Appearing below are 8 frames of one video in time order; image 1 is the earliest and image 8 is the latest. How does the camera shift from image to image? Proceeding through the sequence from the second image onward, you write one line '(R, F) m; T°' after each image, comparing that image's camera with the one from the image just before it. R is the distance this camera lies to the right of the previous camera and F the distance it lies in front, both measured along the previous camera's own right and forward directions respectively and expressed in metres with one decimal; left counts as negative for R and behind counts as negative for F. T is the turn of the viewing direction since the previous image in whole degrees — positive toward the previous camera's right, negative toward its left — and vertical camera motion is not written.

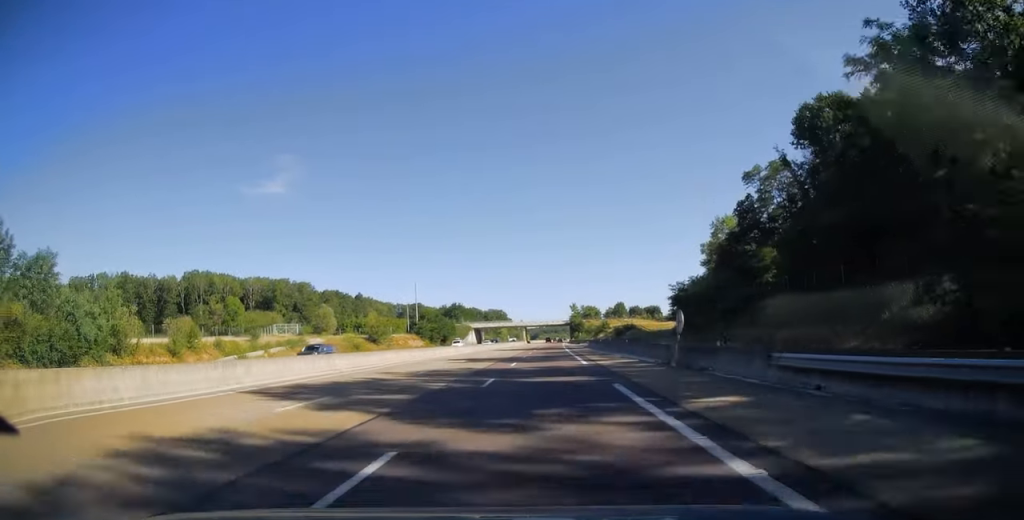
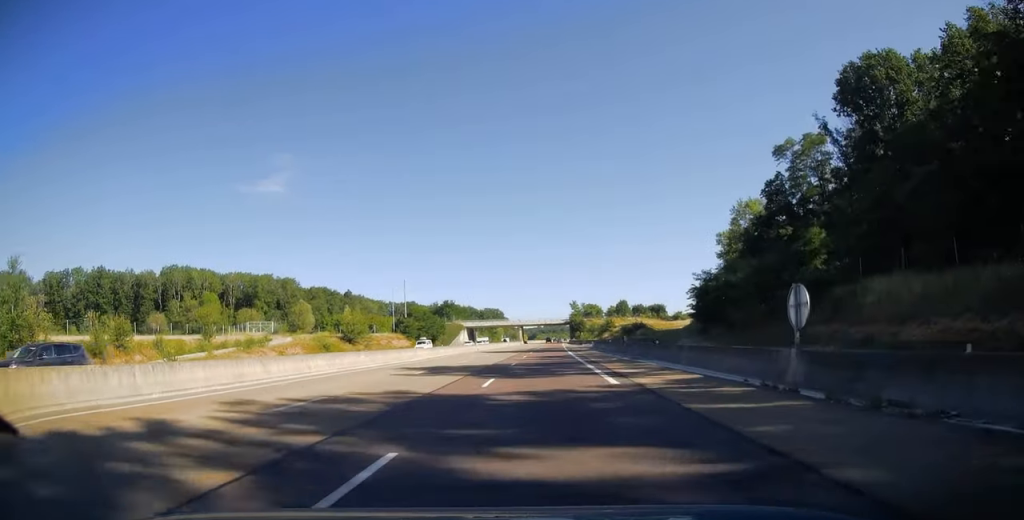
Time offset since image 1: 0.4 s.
(0.0, +13.2) m; 0°
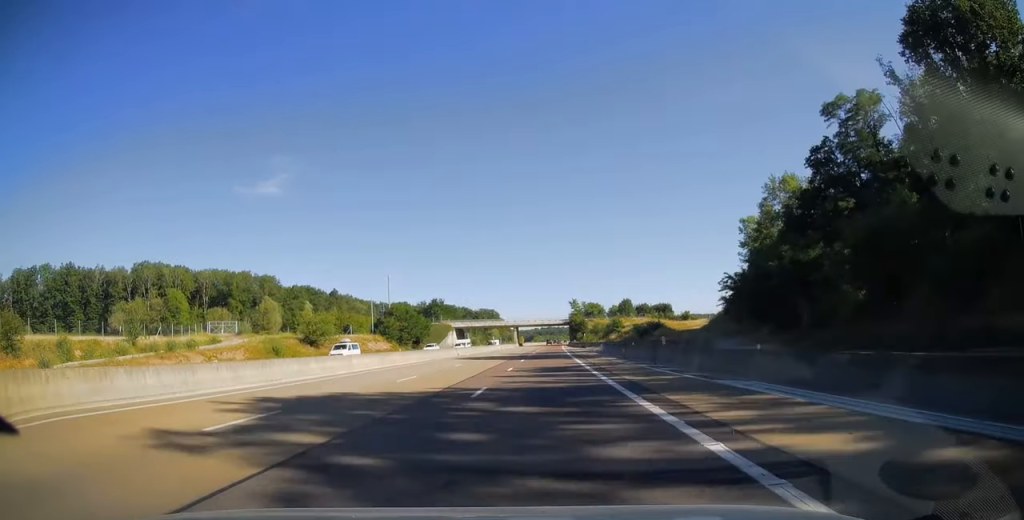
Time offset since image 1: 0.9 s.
(0.0, +15.7) m; 0°
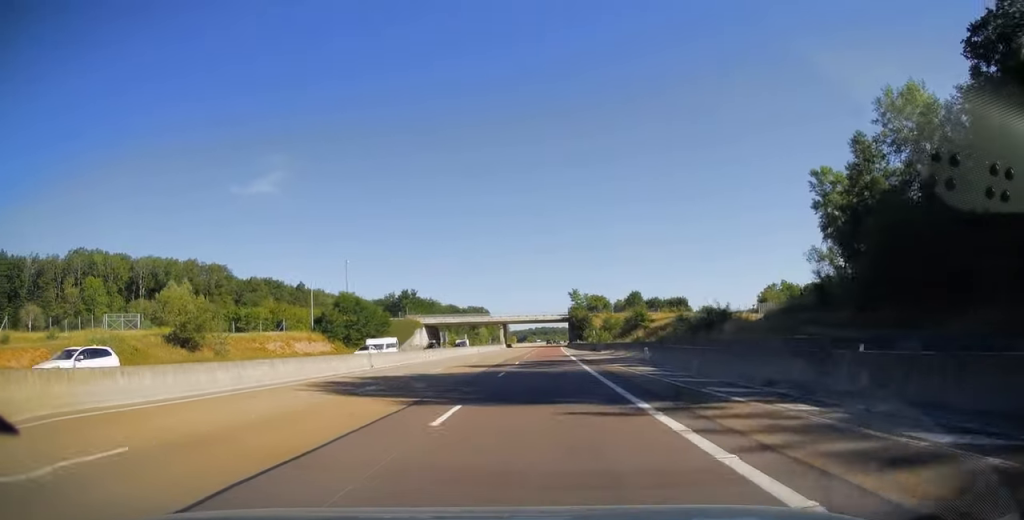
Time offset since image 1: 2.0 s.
(+0.2, +31.0) m; +1°
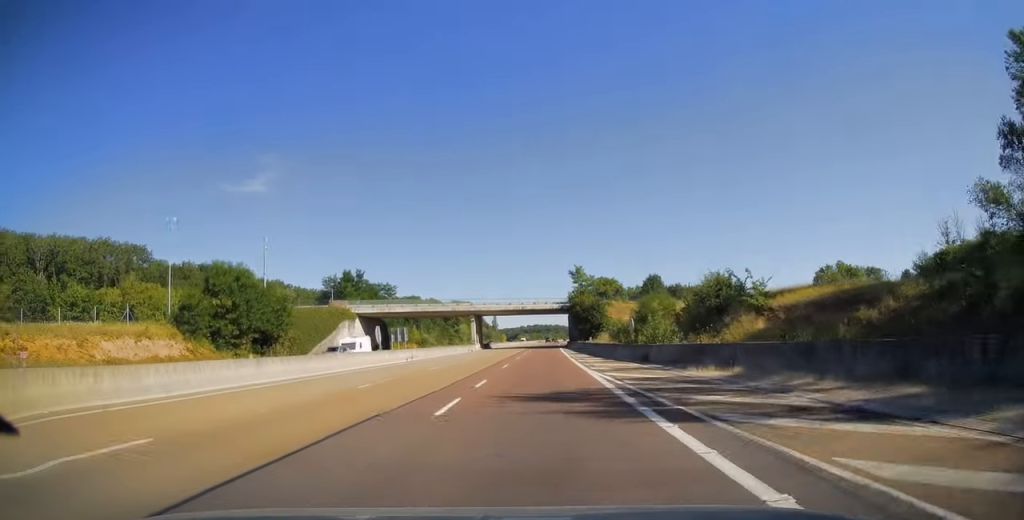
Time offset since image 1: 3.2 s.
(+0.2, +38.0) m; 0°
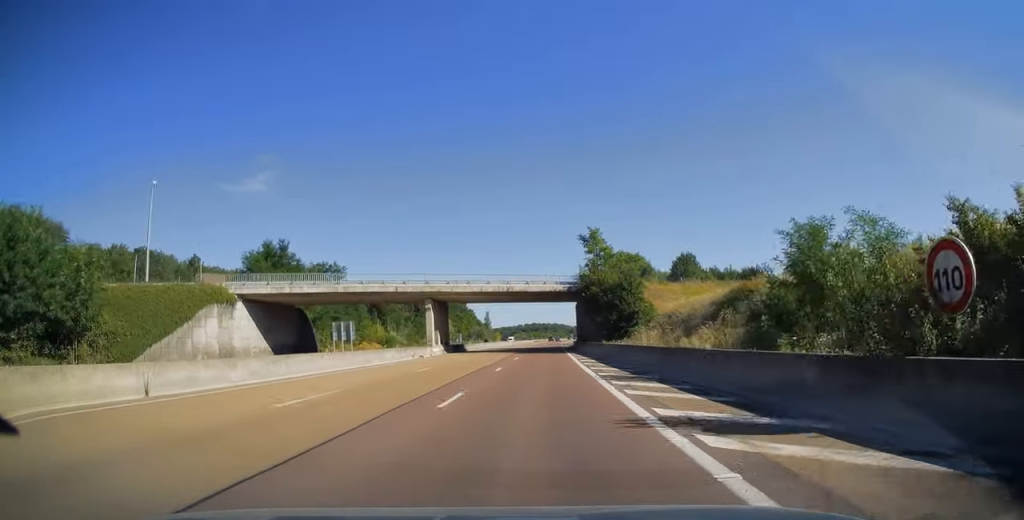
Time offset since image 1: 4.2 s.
(0.0, +31.2) m; 0°
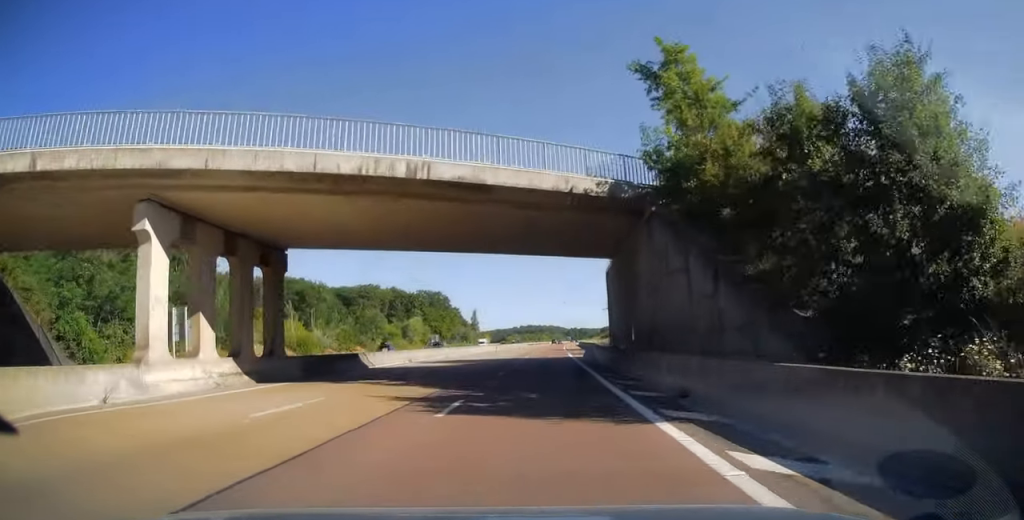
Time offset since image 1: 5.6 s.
(+0.1, +39.8) m; +1°
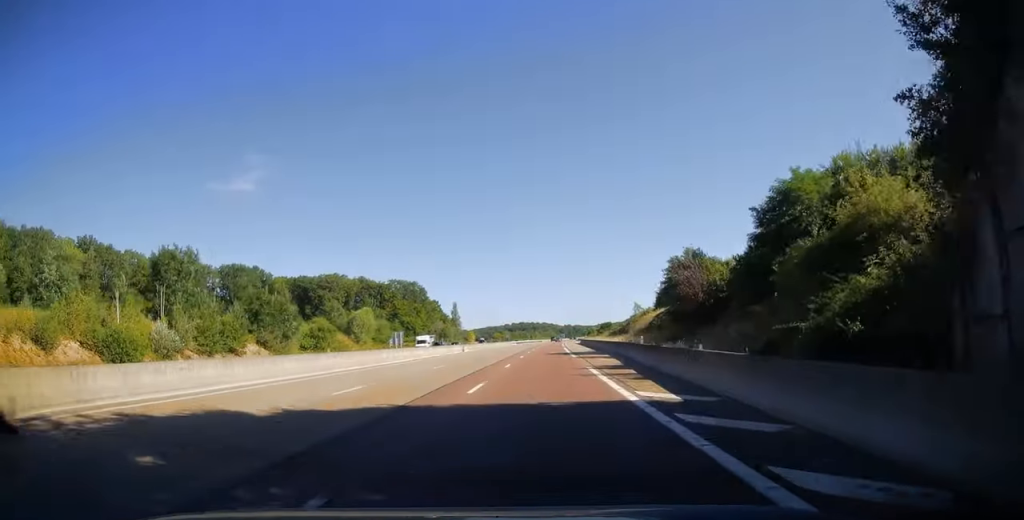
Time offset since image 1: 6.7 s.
(+0.2, +34.9) m; 0°
